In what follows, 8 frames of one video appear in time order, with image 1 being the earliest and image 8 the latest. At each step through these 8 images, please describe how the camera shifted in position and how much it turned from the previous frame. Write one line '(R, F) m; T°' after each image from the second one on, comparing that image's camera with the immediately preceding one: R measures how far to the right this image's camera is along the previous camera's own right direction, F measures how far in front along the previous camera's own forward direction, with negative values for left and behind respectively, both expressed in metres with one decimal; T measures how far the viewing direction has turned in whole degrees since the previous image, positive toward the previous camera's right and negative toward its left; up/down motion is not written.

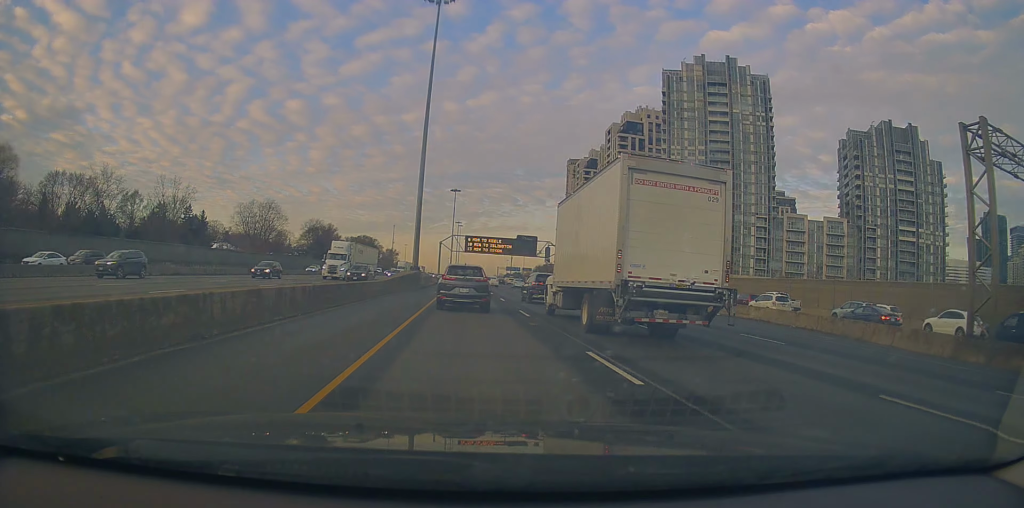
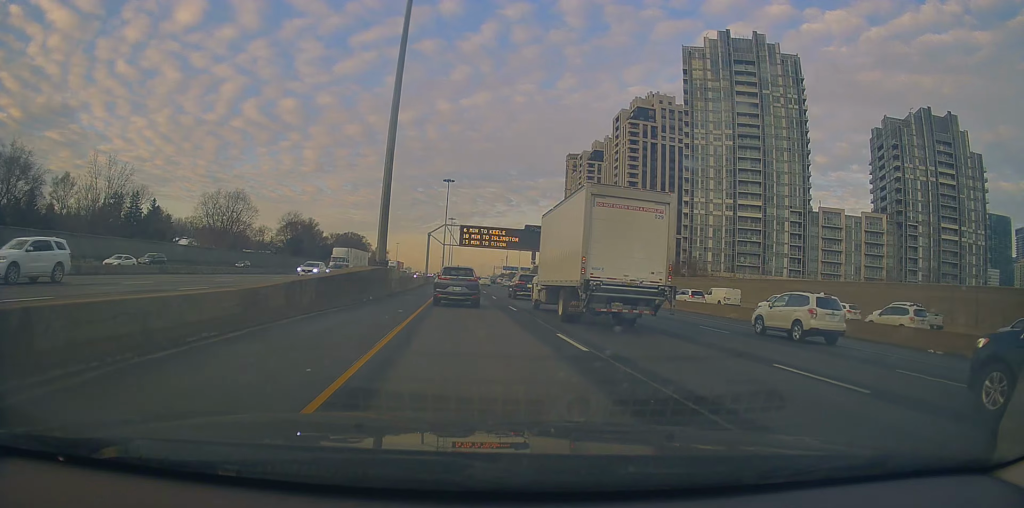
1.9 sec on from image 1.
(-0.4, +19.9) m; -3°
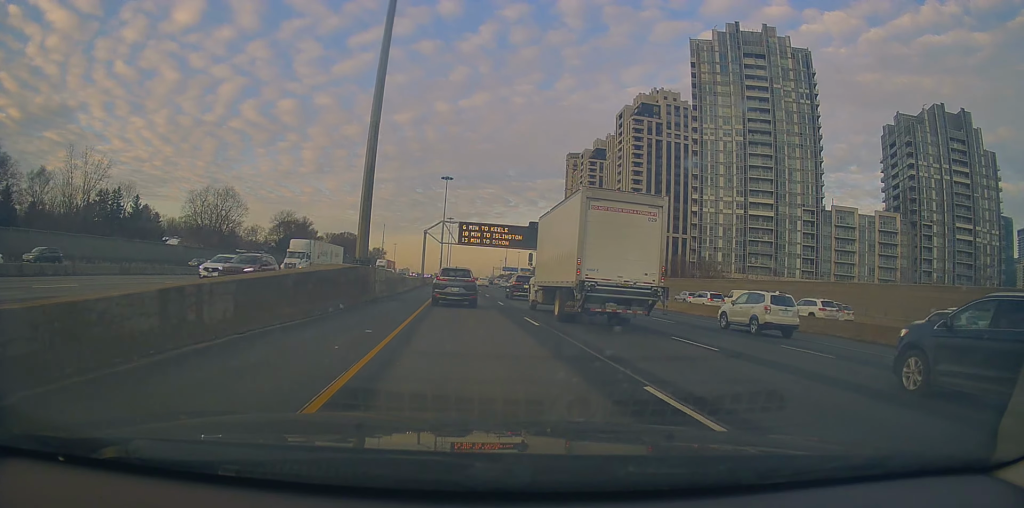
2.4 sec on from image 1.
(0.0, +6.1) m; 0°
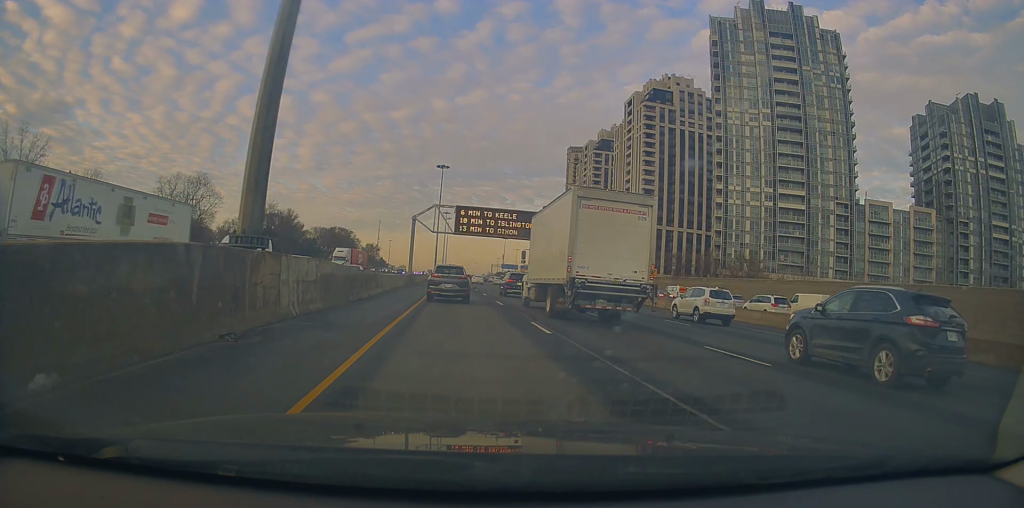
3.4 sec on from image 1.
(0.0, +14.2) m; +1°
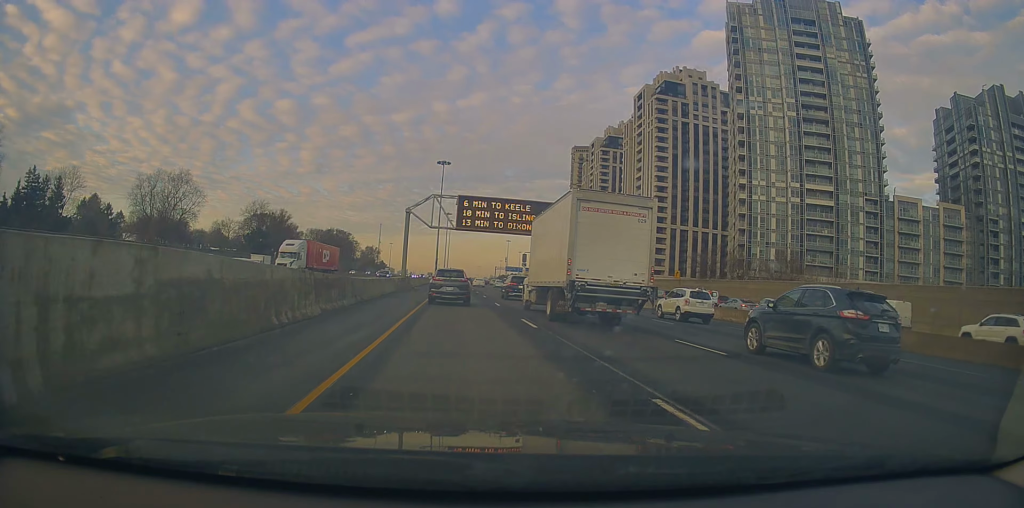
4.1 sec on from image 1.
(+0.1, +9.5) m; +1°
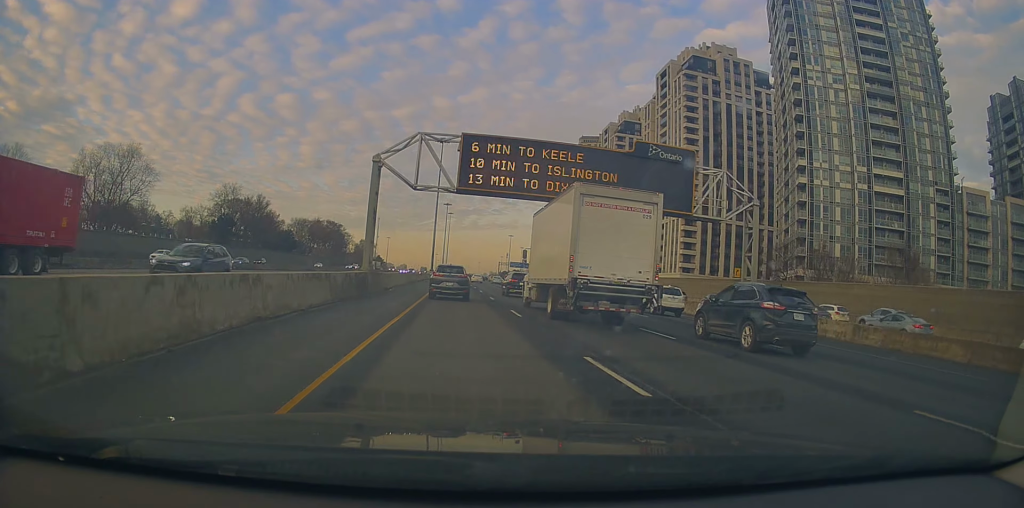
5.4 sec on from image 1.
(-0.1, +20.7) m; -1°
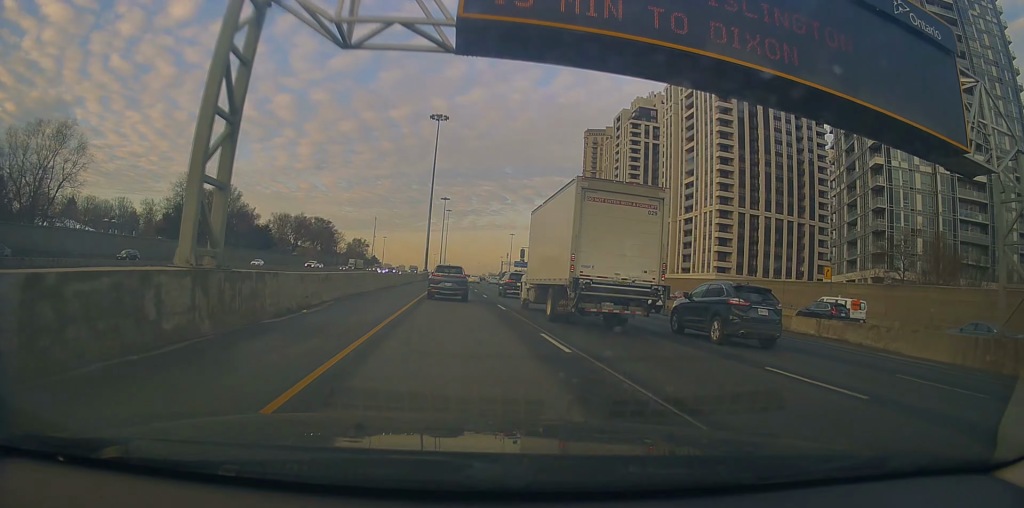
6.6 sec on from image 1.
(-0.2, +20.0) m; 0°
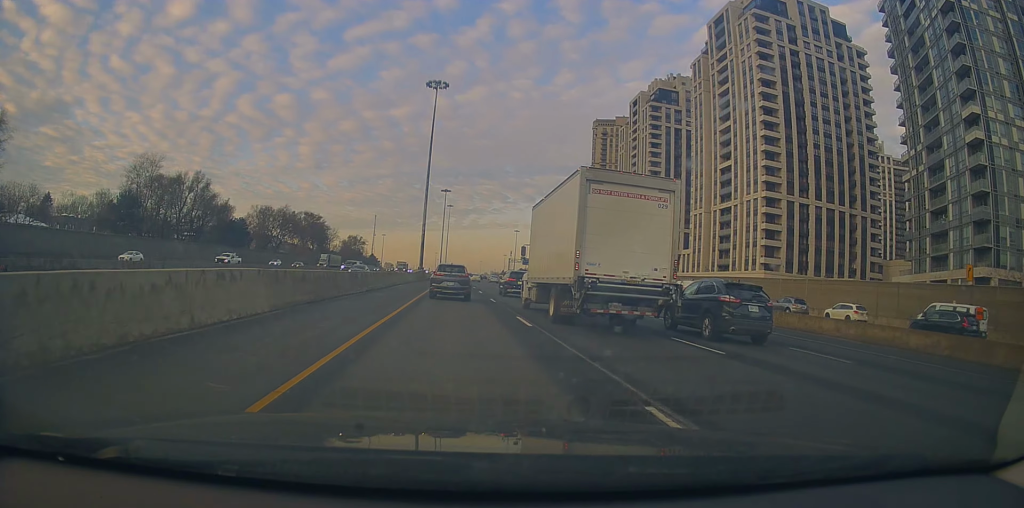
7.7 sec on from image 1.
(0.0, +19.3) m; +1°
